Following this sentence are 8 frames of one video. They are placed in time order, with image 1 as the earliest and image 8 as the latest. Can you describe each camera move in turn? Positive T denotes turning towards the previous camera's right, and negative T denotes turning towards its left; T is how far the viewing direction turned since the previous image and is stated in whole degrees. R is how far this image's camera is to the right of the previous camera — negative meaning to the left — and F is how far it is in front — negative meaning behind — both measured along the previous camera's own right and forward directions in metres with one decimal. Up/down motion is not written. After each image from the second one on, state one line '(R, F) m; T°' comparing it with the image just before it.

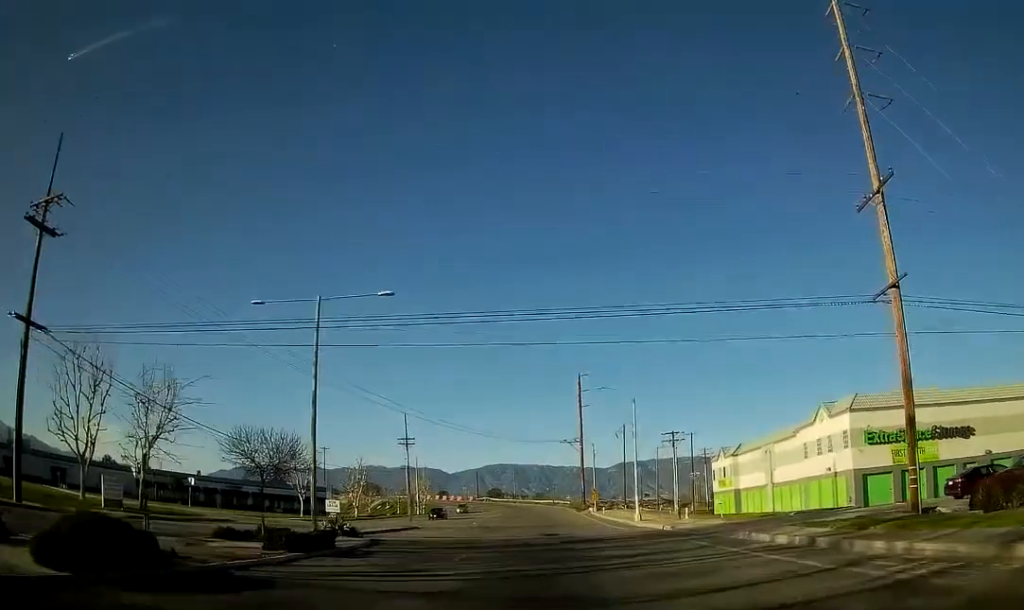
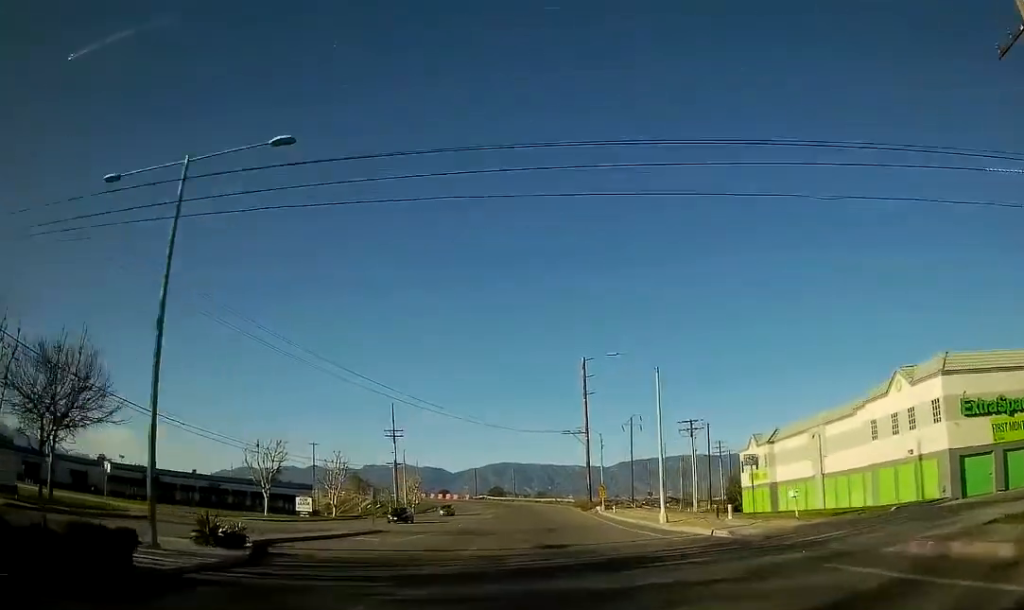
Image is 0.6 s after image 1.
(0.0, +12.1) m; +1°
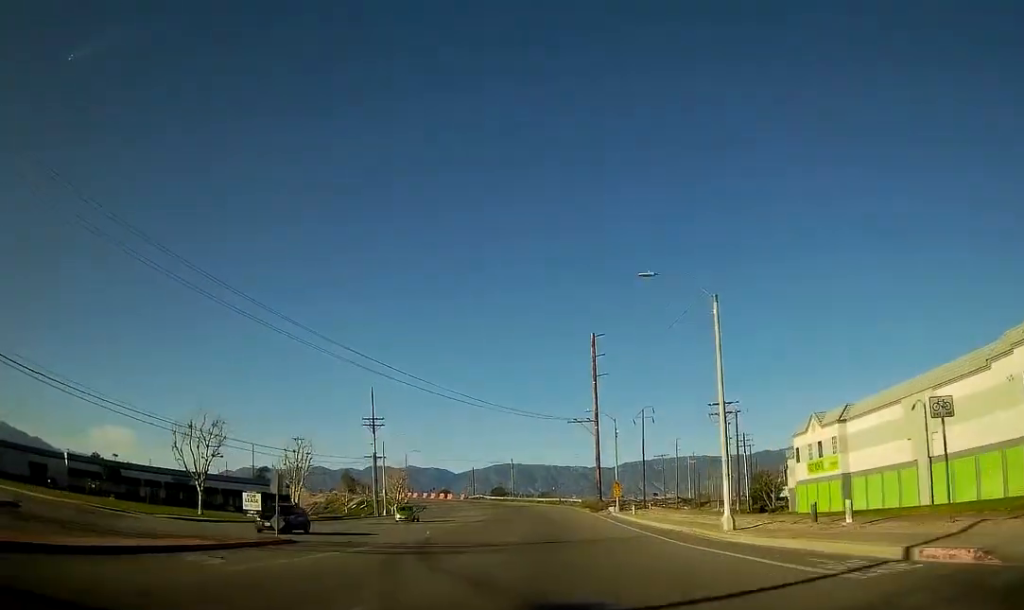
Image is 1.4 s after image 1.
(+0.1, +15.7) m; +1°
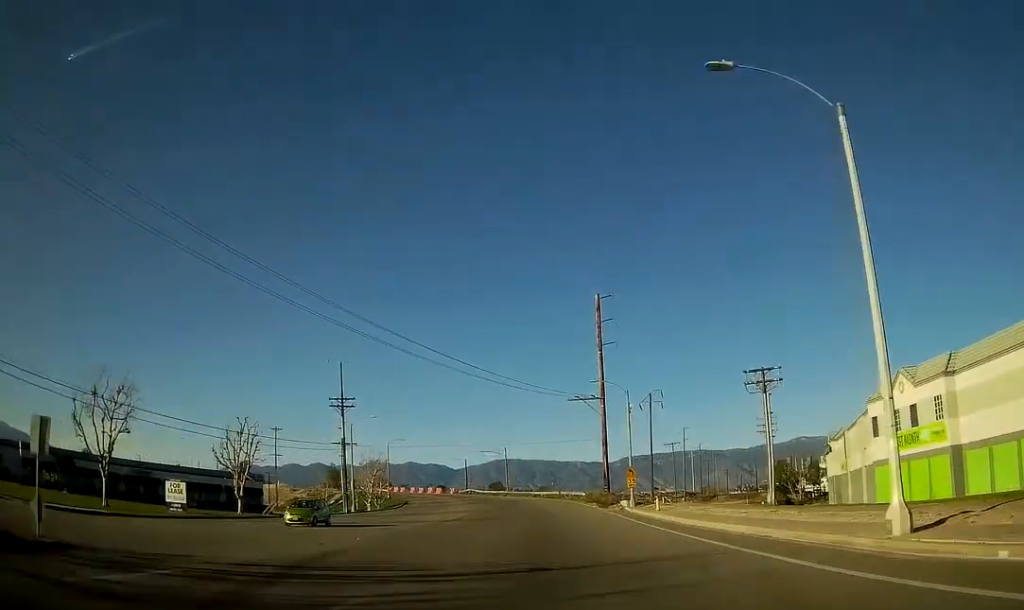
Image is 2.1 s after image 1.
(+0.5, +14.1) m; 0°
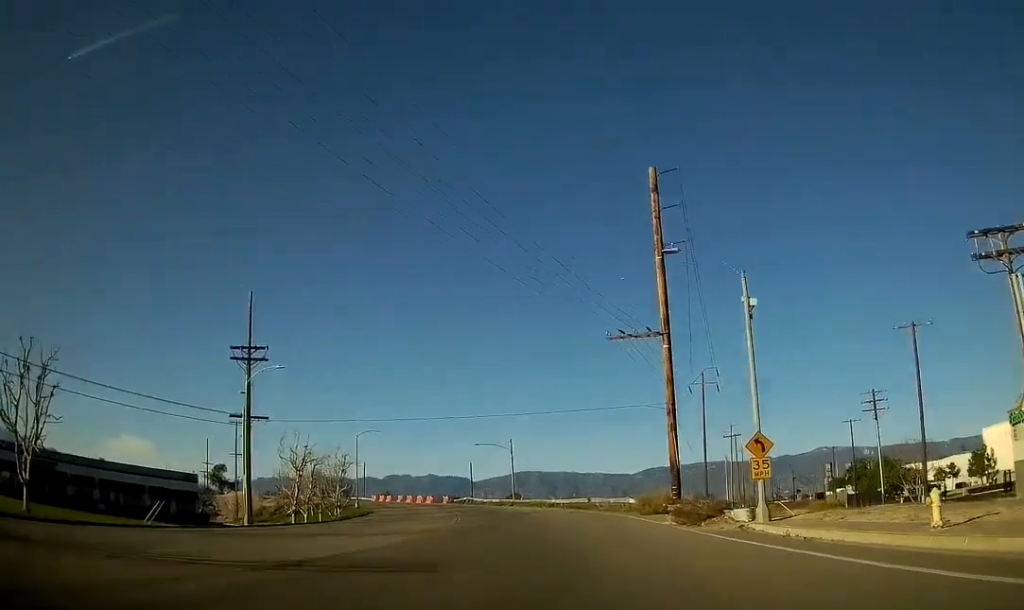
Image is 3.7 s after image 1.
(-2.0, +33.1) m; -5°
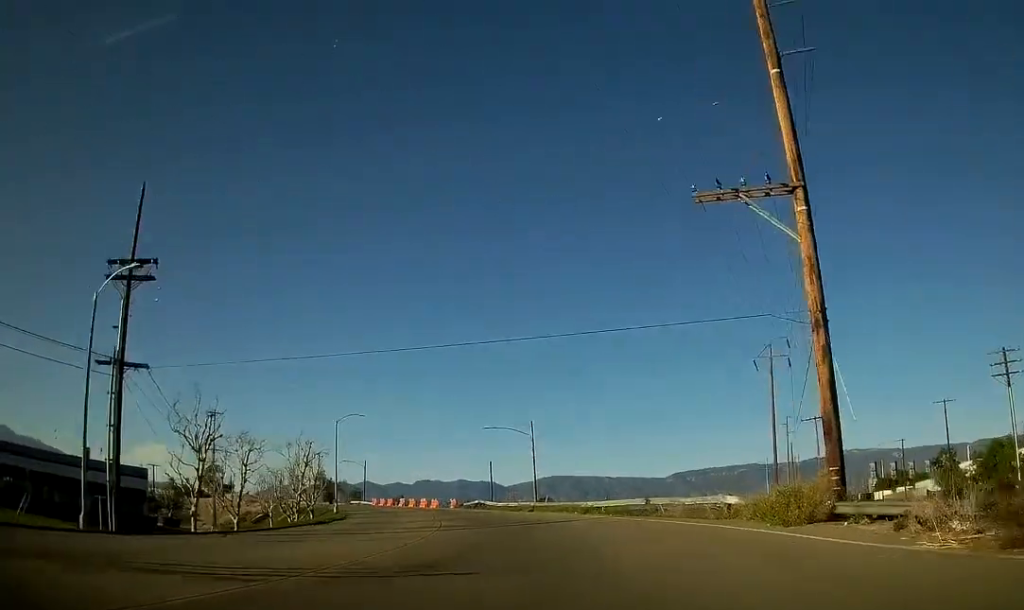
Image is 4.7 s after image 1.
(-0.1, +21.0) m; 0°
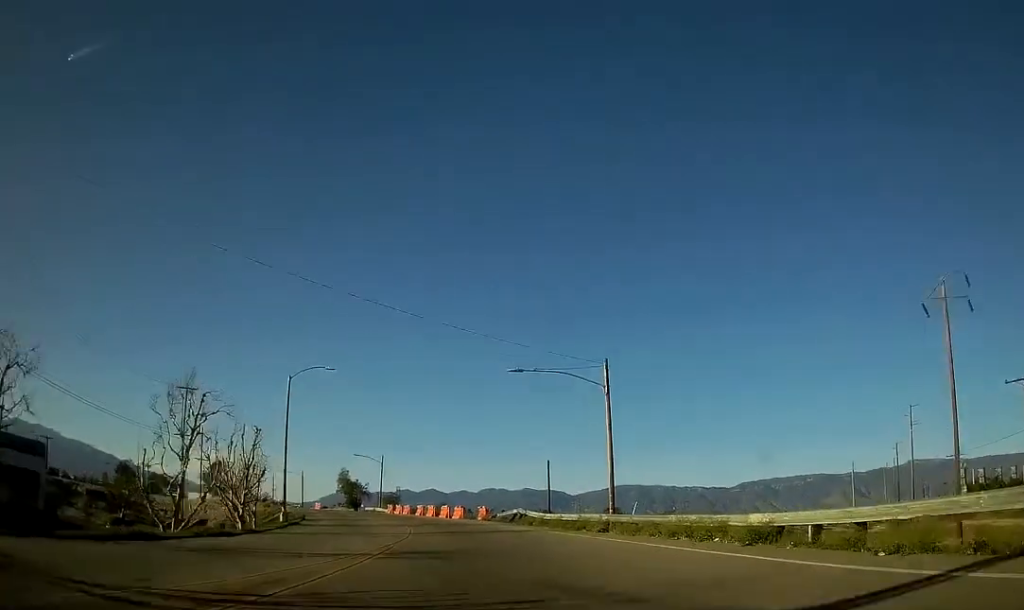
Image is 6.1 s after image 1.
(+0.3, +29.2) m; -4°
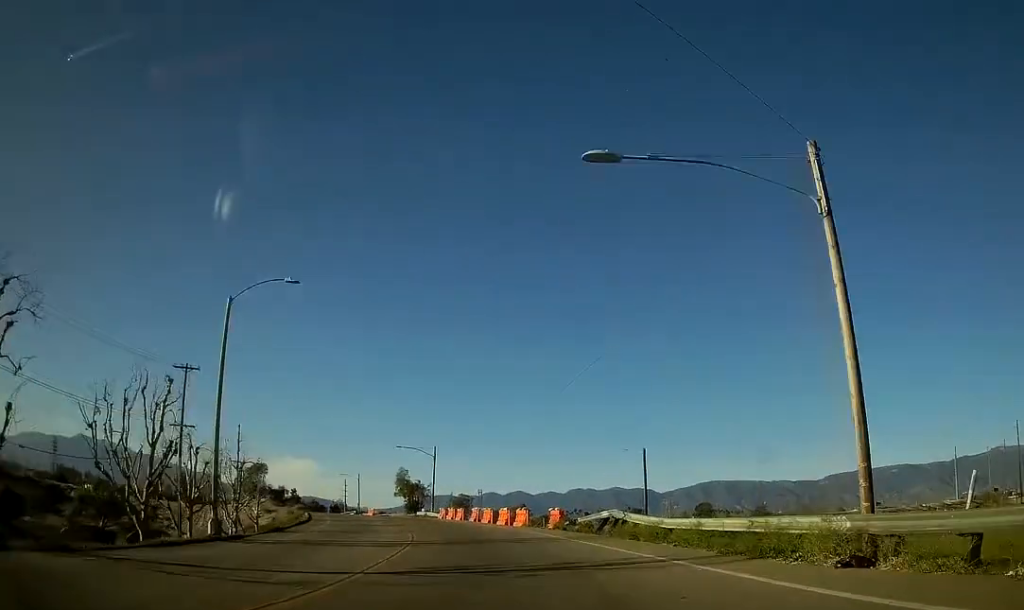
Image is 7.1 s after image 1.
(-1.7, +20.2) m; -6°
